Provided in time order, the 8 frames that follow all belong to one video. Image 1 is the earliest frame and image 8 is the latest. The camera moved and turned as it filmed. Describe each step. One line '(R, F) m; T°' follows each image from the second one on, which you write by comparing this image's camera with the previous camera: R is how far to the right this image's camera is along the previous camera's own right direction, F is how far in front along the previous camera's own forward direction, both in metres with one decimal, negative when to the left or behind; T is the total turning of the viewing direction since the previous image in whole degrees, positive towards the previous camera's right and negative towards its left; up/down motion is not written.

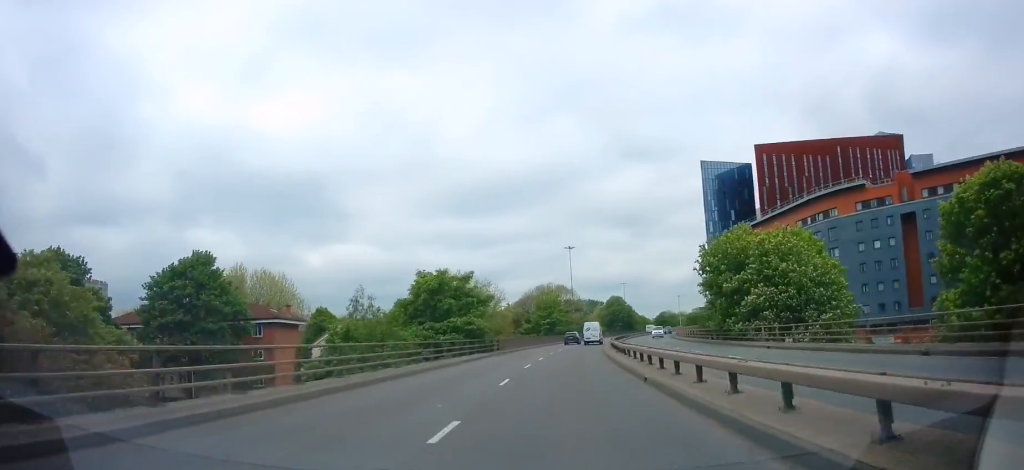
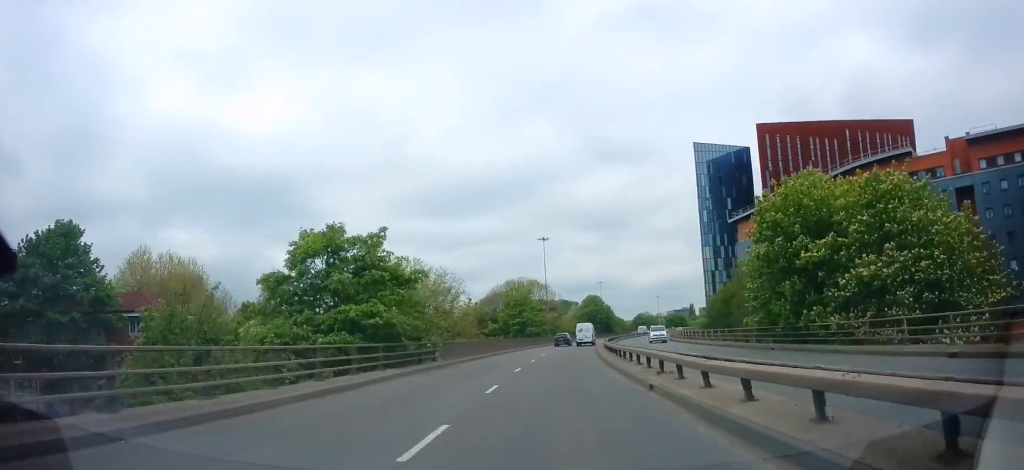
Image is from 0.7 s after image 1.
(0.0, +18.9) m; -4°
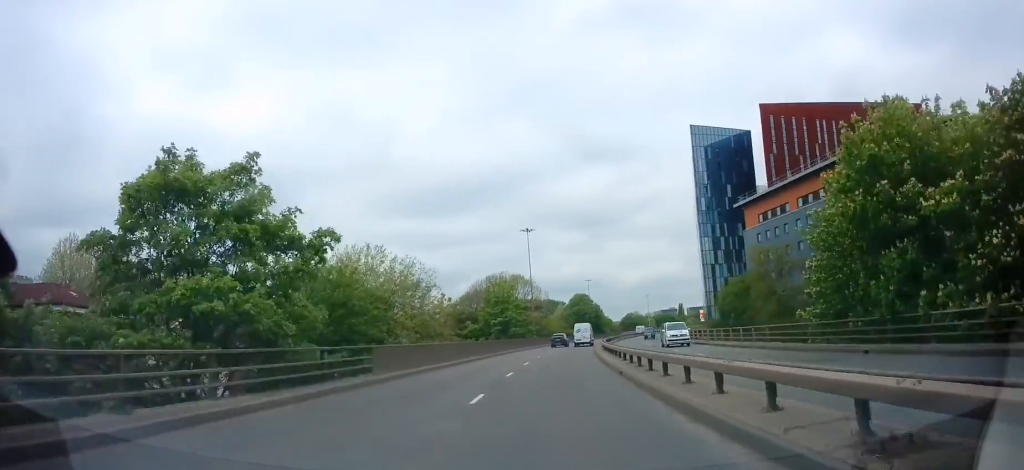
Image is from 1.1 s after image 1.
(-2.1, +10.9) m; -2°
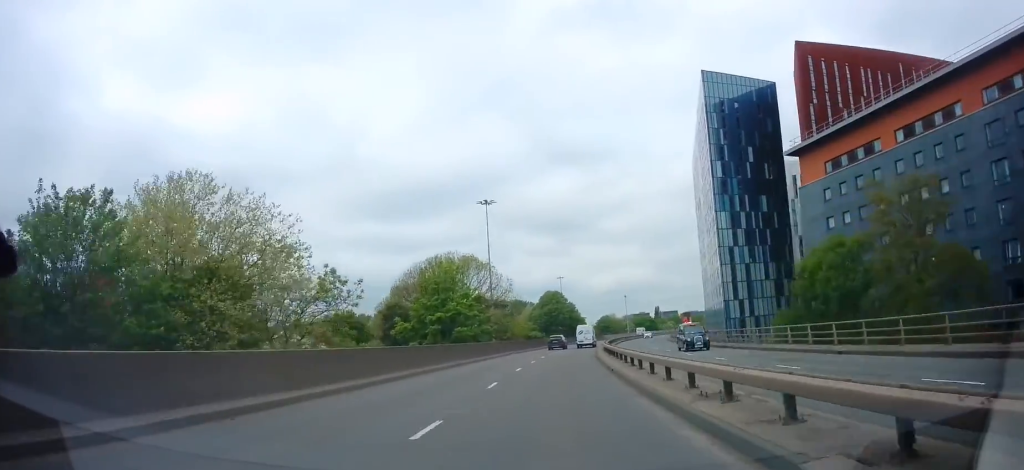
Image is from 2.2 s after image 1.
(+0.9, +30.2) m; +9°
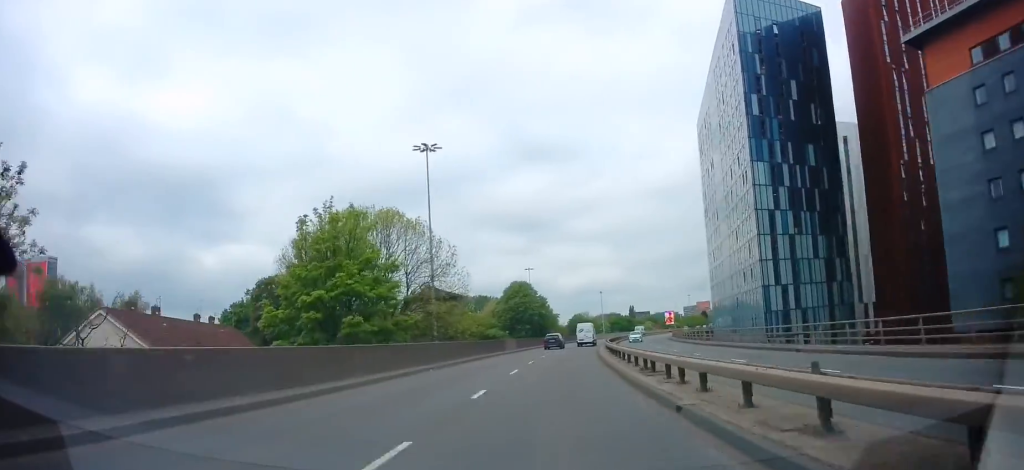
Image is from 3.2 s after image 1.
(+2.9, +26.1) m; +2°
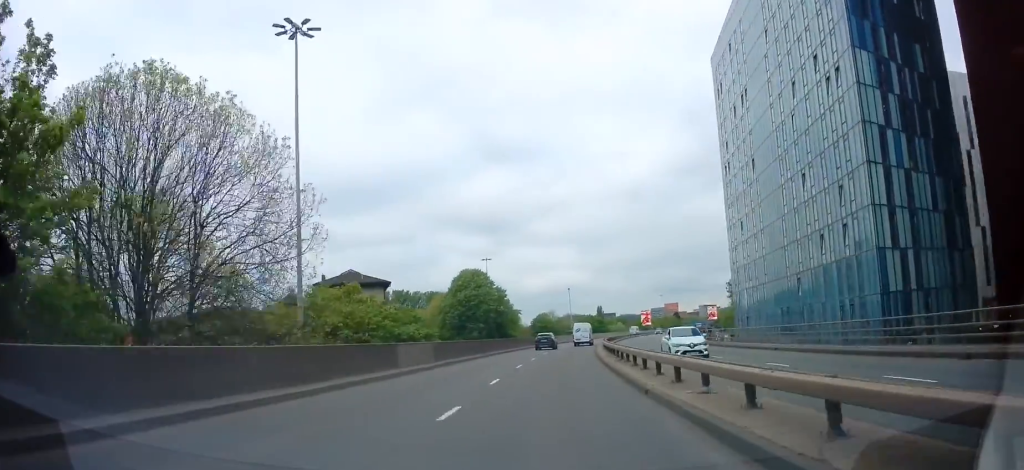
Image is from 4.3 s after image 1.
(-2.1, +29.3) m; -2°
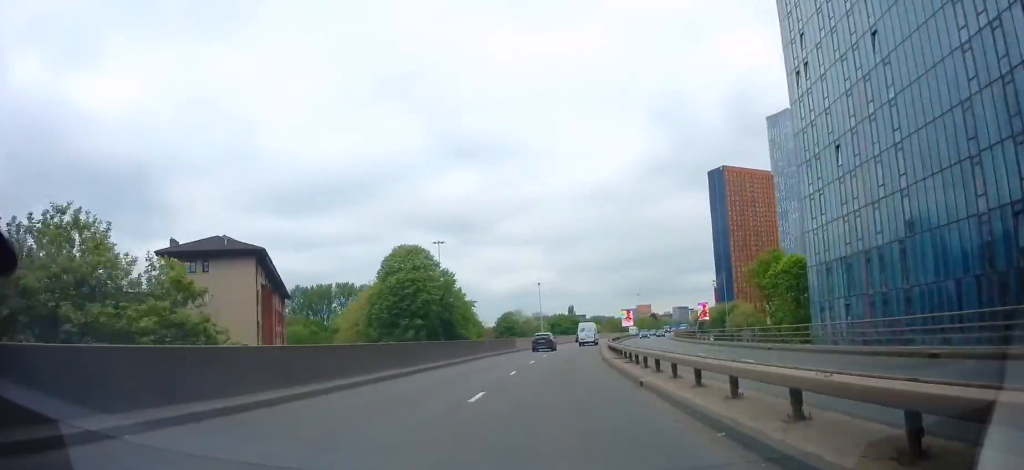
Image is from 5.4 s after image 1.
(+1.9, +28.9) m; +5°
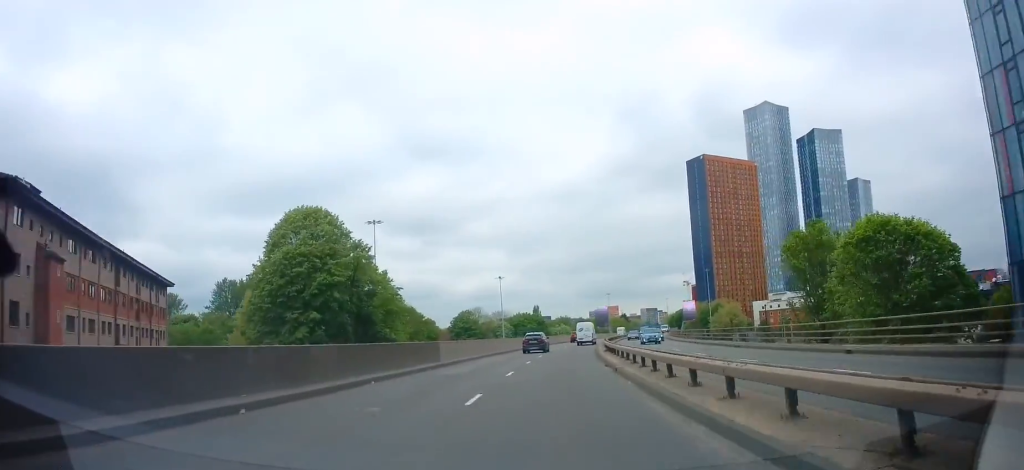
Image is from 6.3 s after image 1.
(+0.3, +25.5) m; +10°
